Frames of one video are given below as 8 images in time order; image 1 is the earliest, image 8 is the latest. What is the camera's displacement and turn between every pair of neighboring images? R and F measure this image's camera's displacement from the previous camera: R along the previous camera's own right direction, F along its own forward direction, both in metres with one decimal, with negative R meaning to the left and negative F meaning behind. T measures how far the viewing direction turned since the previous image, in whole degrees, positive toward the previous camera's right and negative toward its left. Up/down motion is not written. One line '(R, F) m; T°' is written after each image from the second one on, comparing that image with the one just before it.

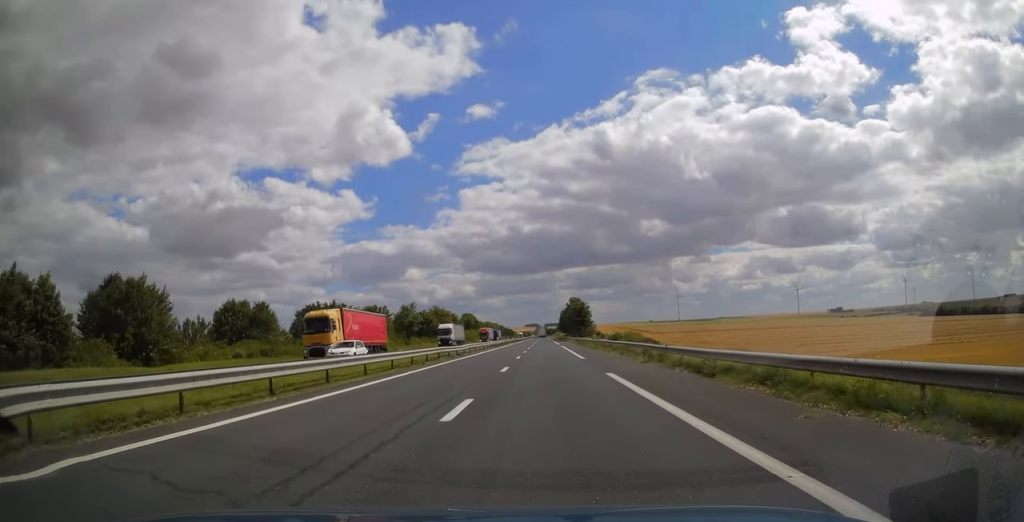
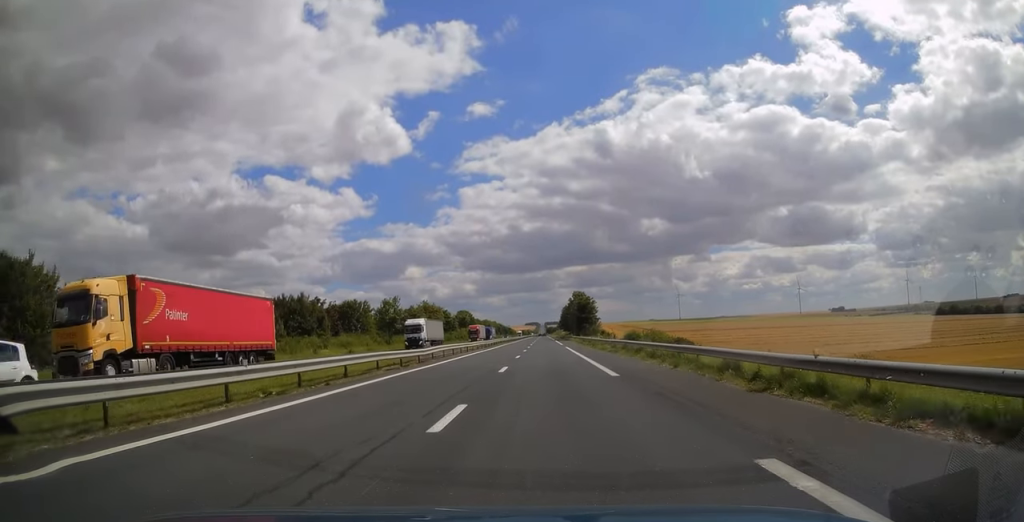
(0.0, +14.2) m; 0°
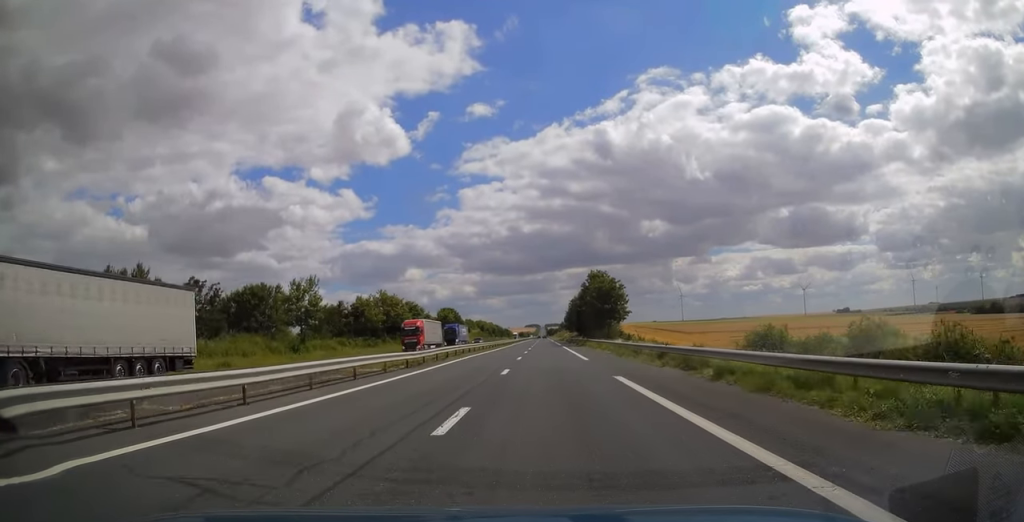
(-0.1, +39.3) m; 0°
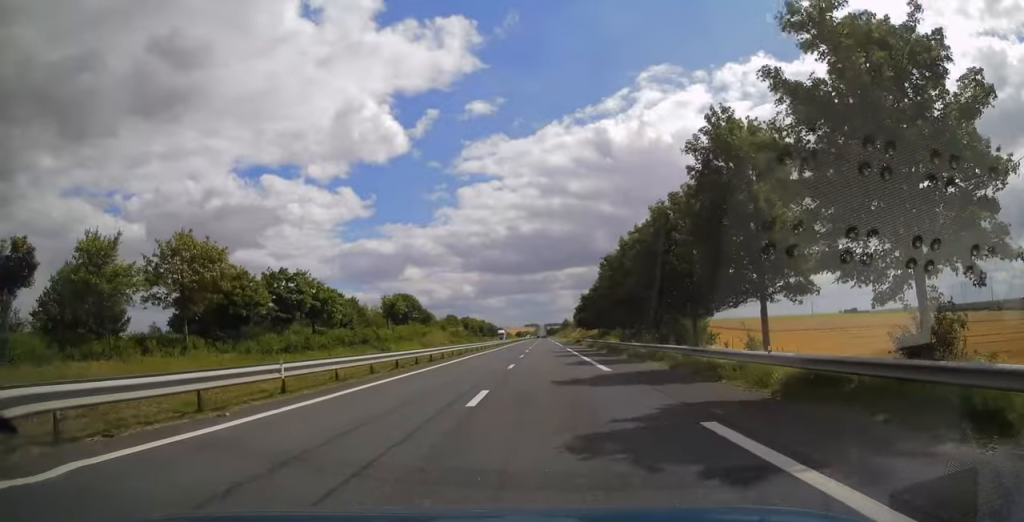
(+0.2, +62.0) m; 0°
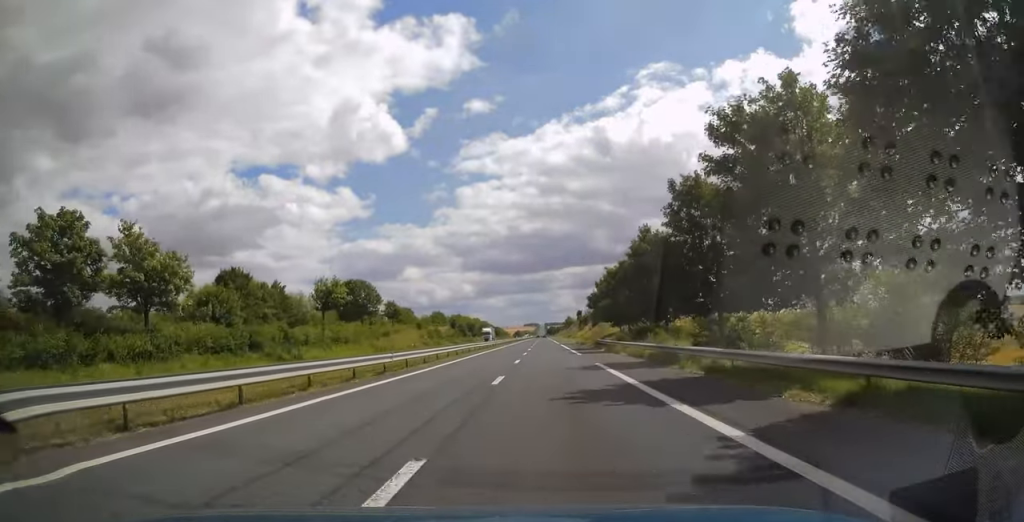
(0.0, +34.4) m; 0°
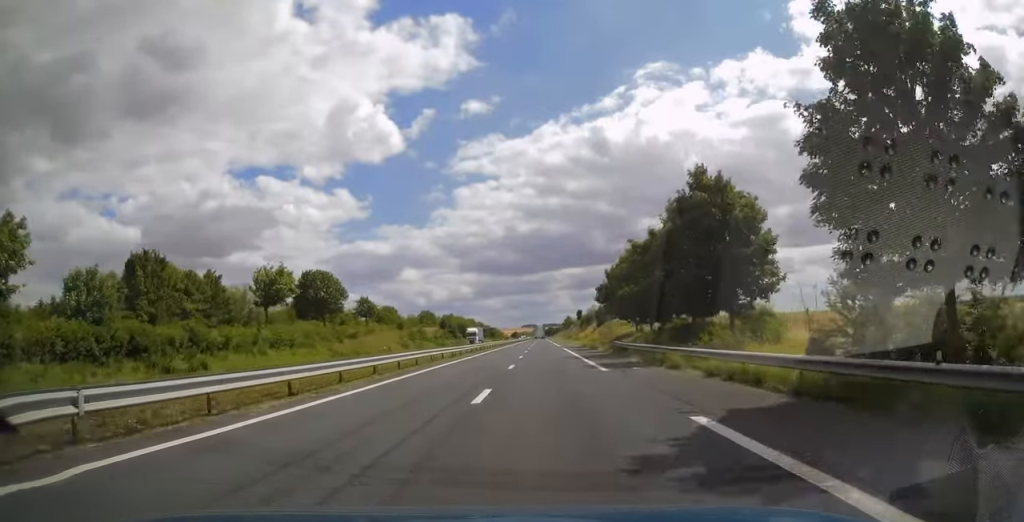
(0.0, +17.3) m; 0°
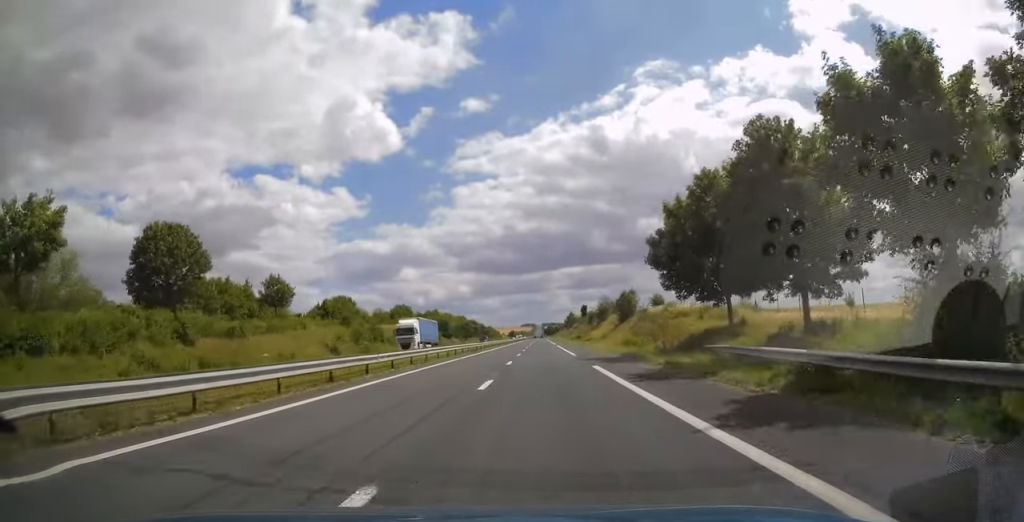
(0.0, +36.4) m; 0°
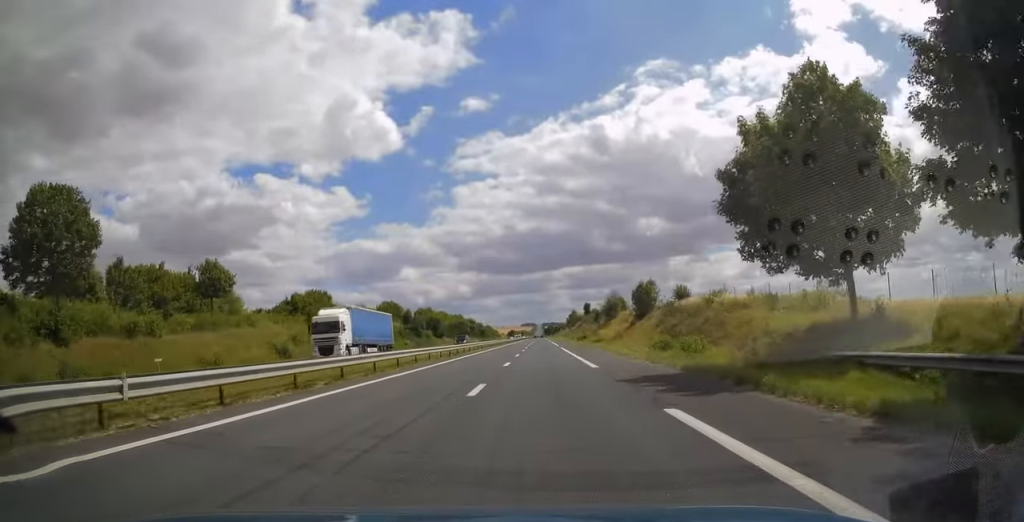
(0.0, +14.7) m; 0°
